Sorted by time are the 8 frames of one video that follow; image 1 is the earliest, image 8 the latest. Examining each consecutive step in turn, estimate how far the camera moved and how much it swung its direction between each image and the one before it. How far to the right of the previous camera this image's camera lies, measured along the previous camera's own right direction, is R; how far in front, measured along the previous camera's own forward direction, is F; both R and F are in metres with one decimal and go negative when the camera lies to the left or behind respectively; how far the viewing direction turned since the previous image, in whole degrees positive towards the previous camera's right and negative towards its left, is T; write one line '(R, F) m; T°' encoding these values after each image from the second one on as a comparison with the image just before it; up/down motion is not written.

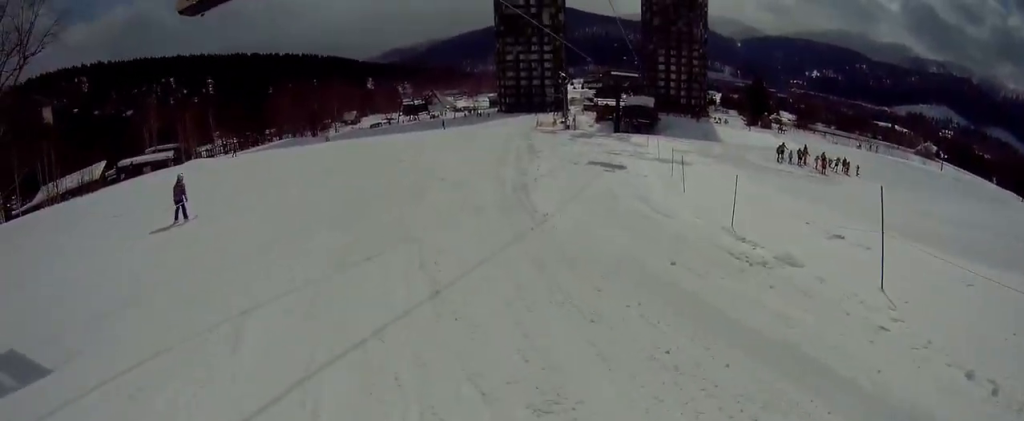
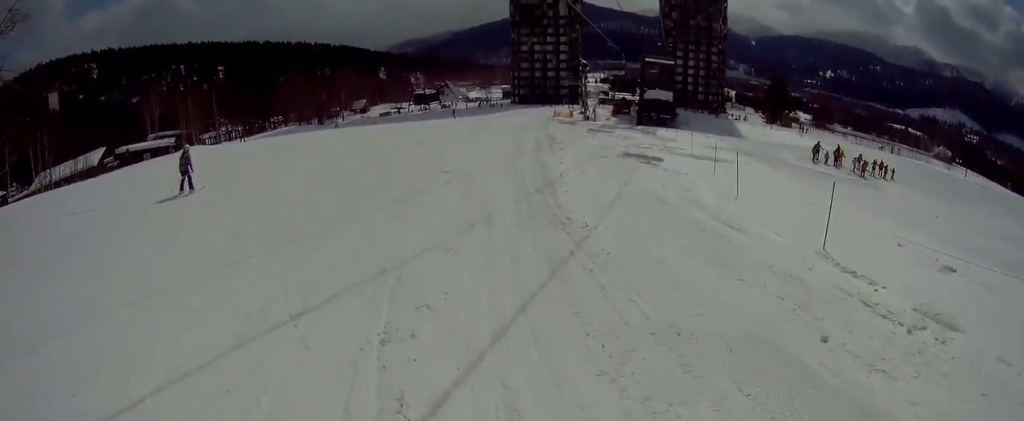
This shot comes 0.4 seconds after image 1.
(-0.2, +4.3) m; +3°
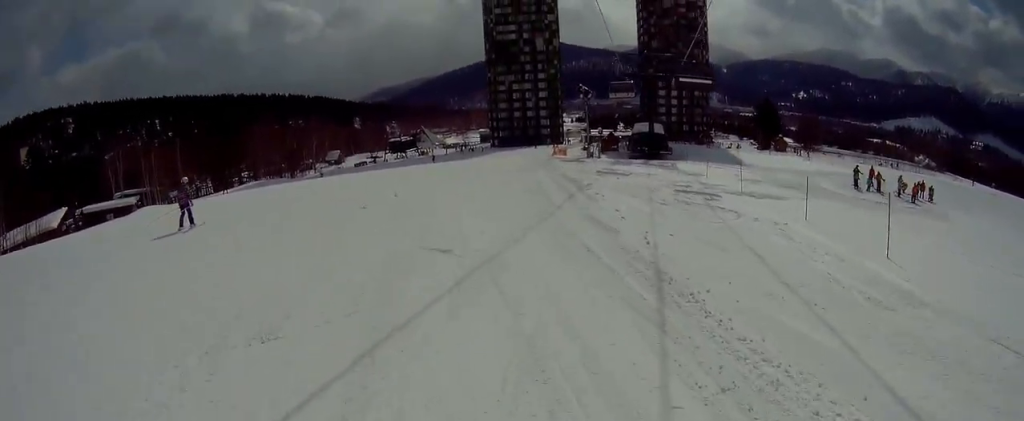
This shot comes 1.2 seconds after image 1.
(+0.6, +7.9) m; +5°
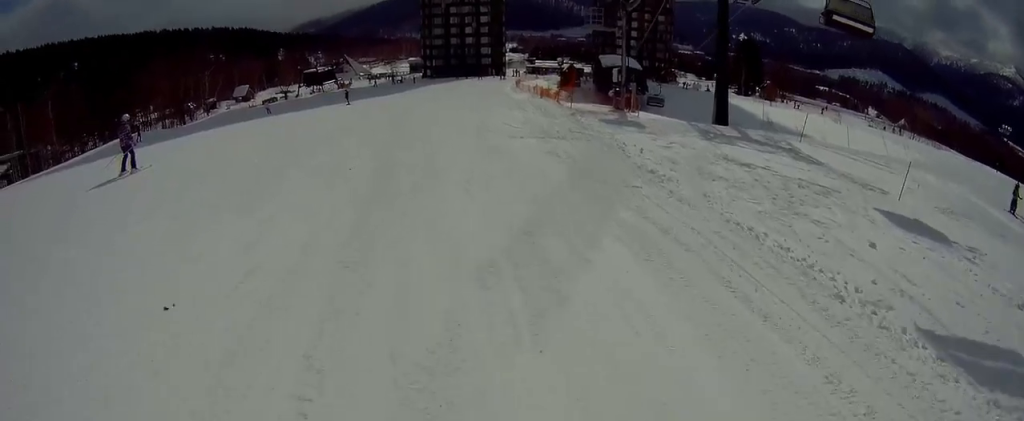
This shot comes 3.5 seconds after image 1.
(+2.1, +23.1) m; +7°
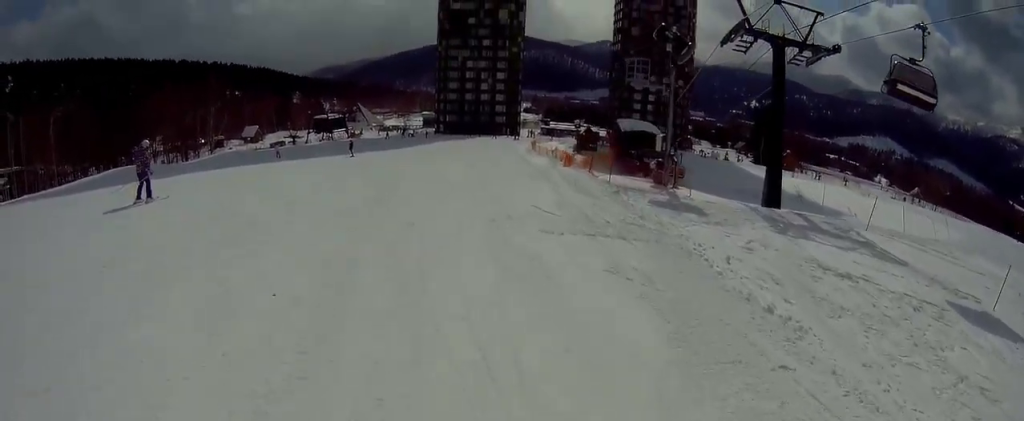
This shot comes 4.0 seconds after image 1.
(-0.1, +4.9) m; 0°
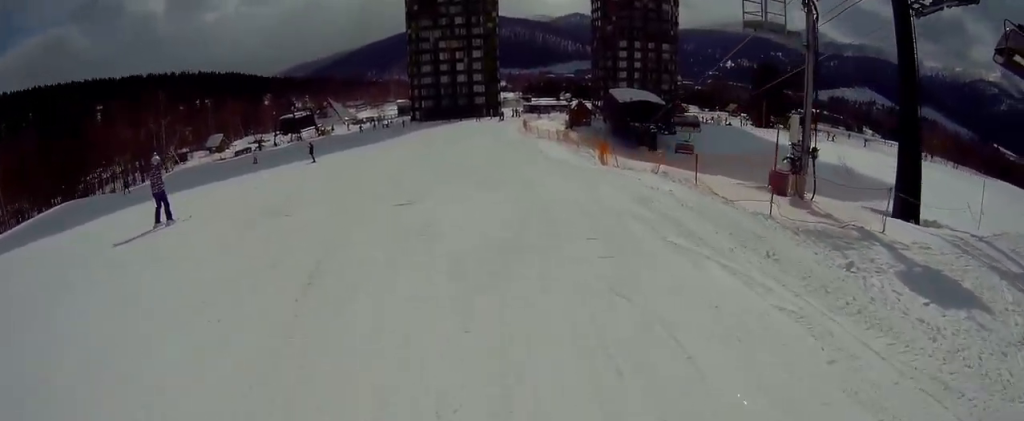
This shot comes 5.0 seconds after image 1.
(-0.1, +10.0) m; +2°
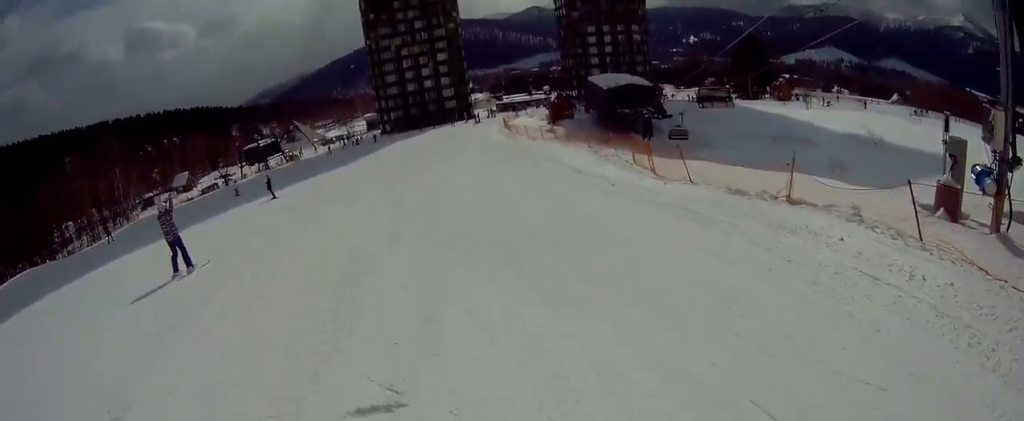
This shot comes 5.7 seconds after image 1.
(+0.3, +7.1) m; +4°
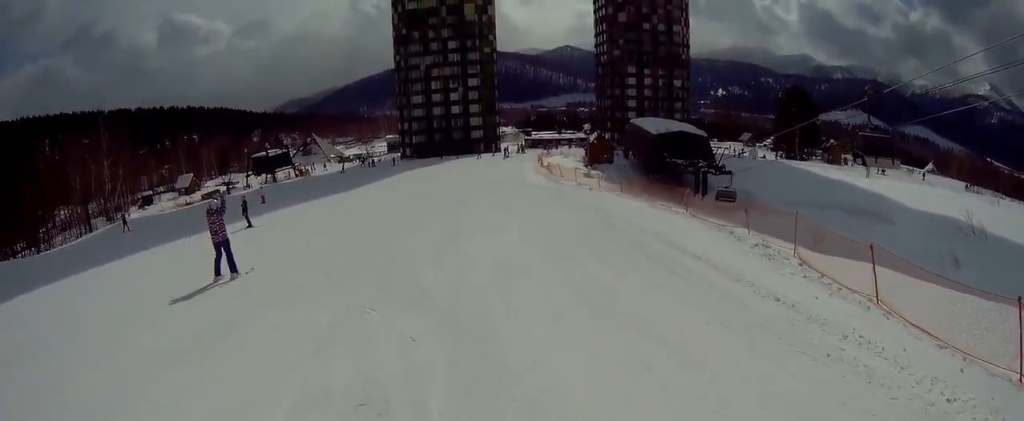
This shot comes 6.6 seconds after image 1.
(+0.3, +6.6) m; +6°
